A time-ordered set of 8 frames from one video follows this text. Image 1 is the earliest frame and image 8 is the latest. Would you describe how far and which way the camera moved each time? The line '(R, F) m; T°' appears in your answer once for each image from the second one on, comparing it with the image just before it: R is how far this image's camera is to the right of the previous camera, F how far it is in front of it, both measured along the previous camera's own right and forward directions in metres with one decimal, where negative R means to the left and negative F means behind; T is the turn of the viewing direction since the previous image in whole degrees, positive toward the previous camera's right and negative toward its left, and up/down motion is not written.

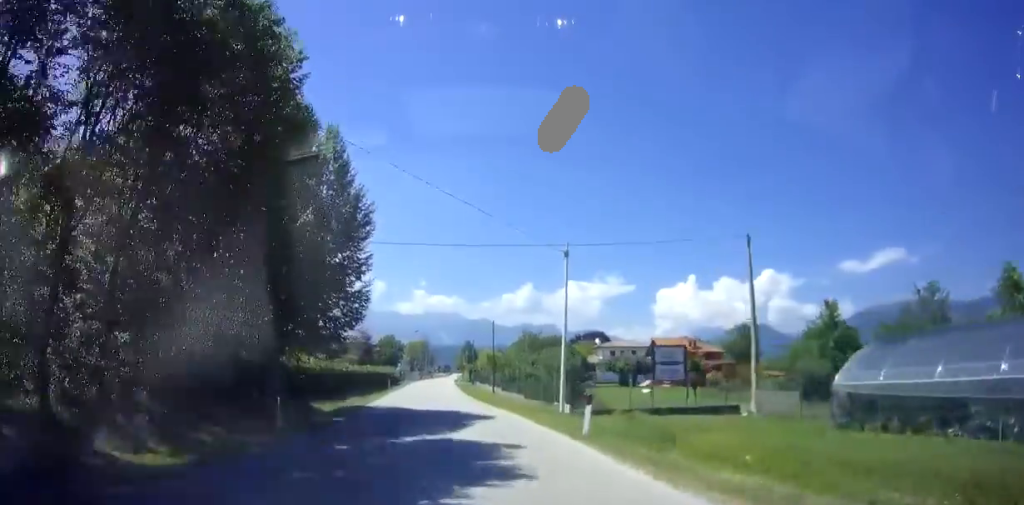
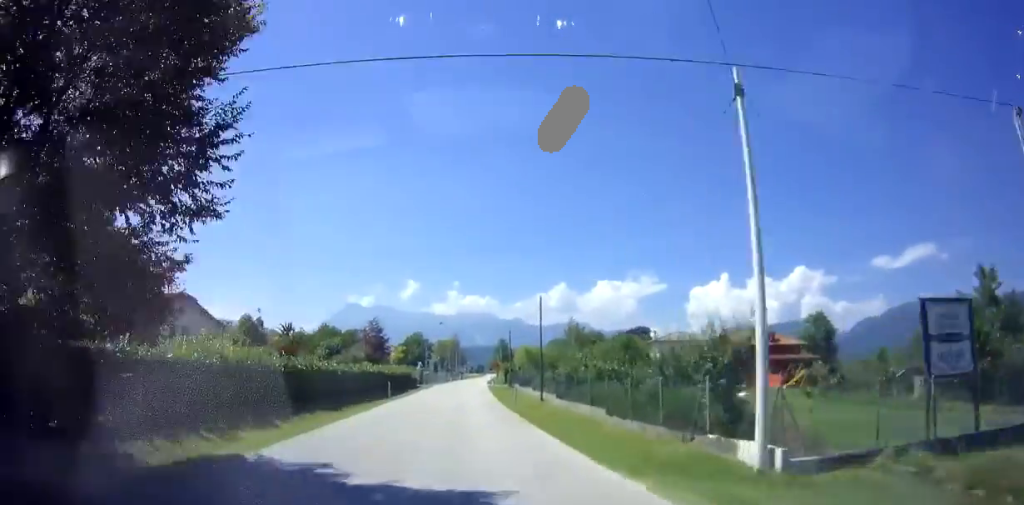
(-0.2, +15.7) m; -1°
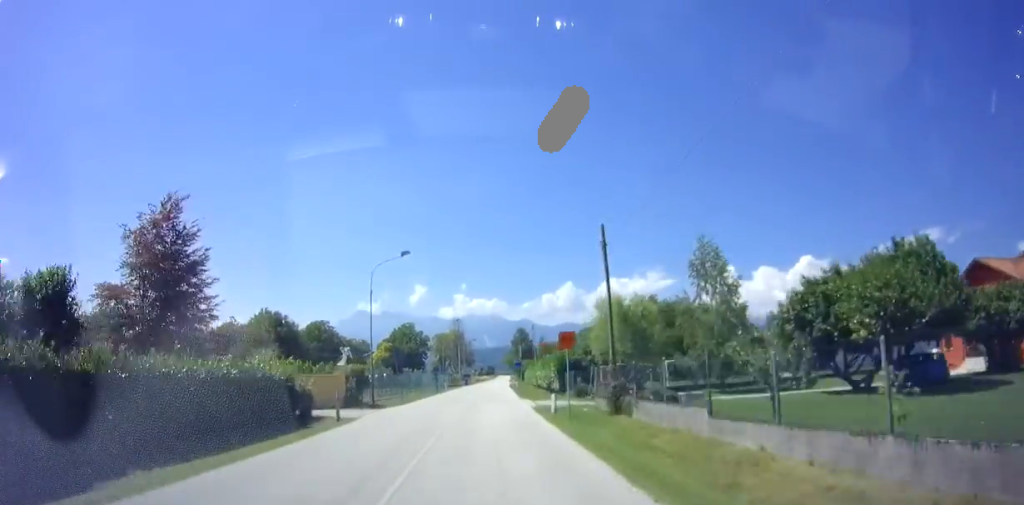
(-0.9, +43.9) m; 0°
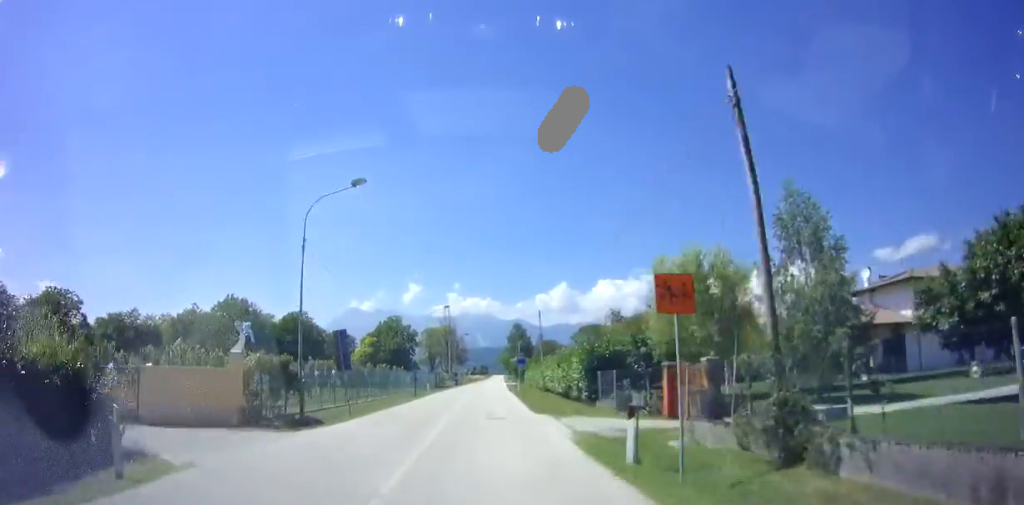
(+0.2, +11.8) m; +2°
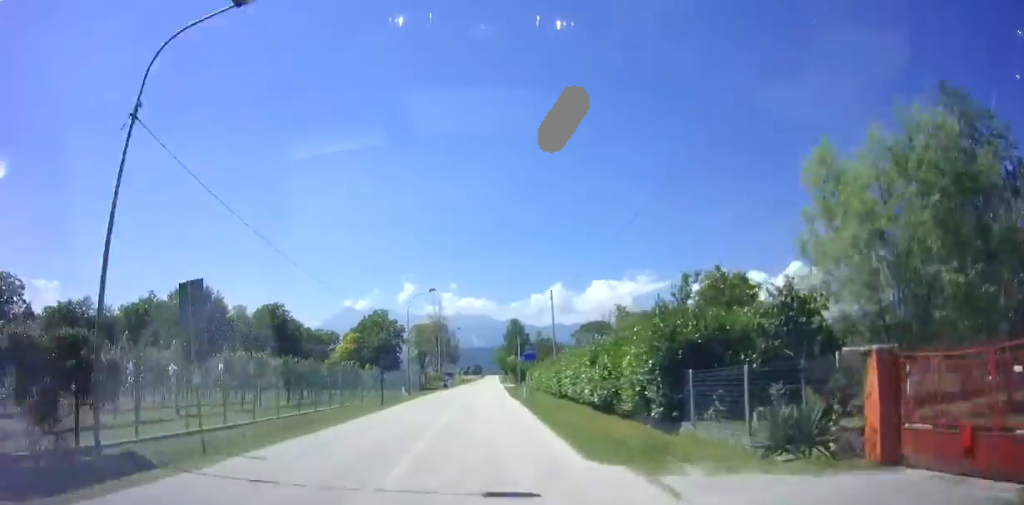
(+0.2, +10.7) m; +1°
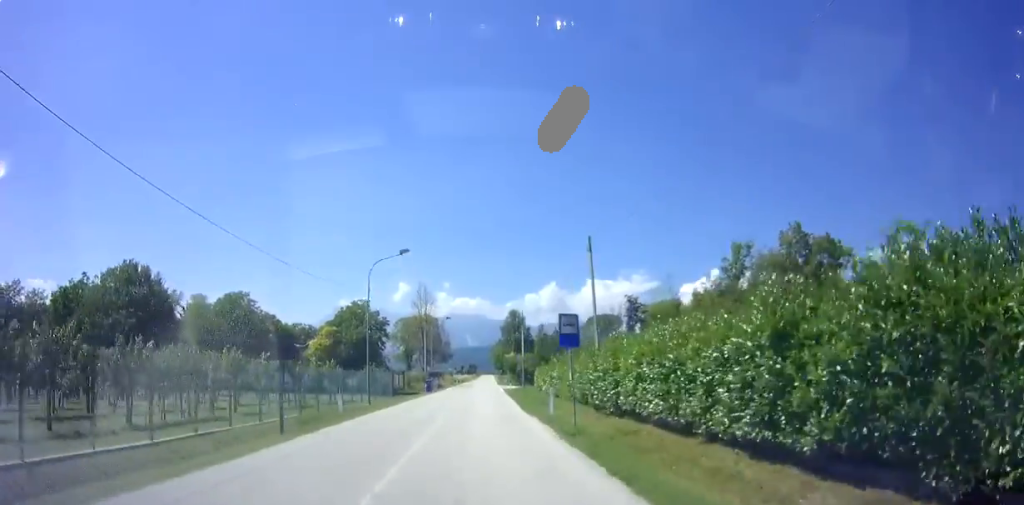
(+0.1, +13.5) m; 0°
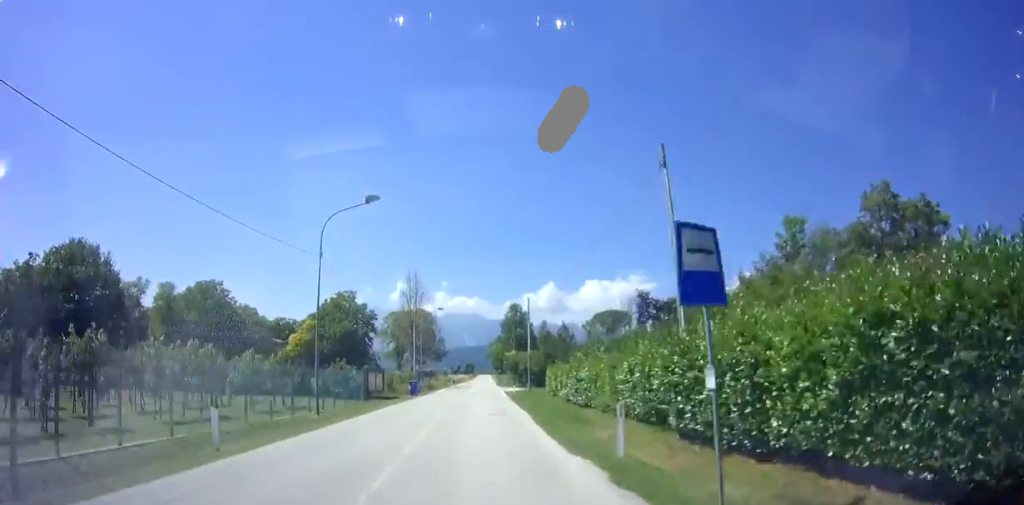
(-0.1, +9.0) m; -1°
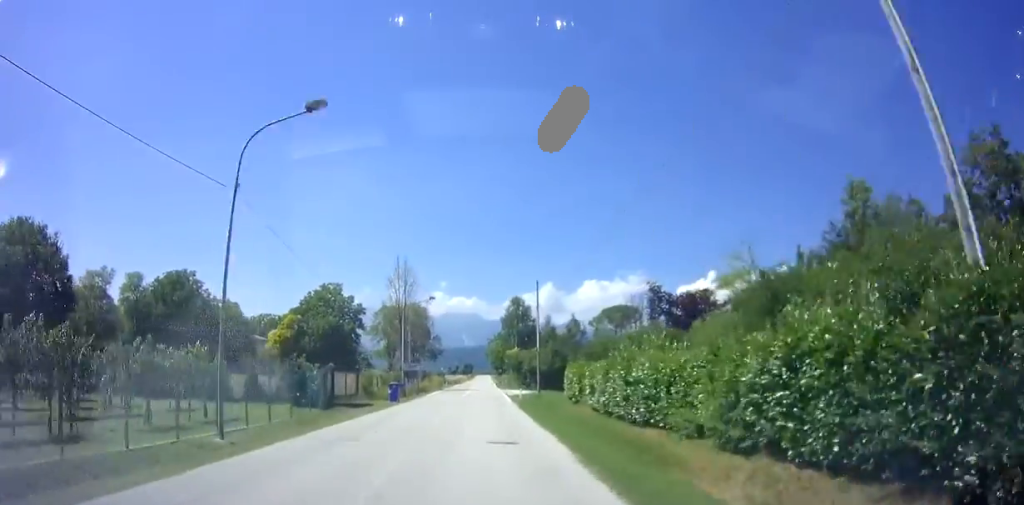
(0.0, +7.8) m; 0°
